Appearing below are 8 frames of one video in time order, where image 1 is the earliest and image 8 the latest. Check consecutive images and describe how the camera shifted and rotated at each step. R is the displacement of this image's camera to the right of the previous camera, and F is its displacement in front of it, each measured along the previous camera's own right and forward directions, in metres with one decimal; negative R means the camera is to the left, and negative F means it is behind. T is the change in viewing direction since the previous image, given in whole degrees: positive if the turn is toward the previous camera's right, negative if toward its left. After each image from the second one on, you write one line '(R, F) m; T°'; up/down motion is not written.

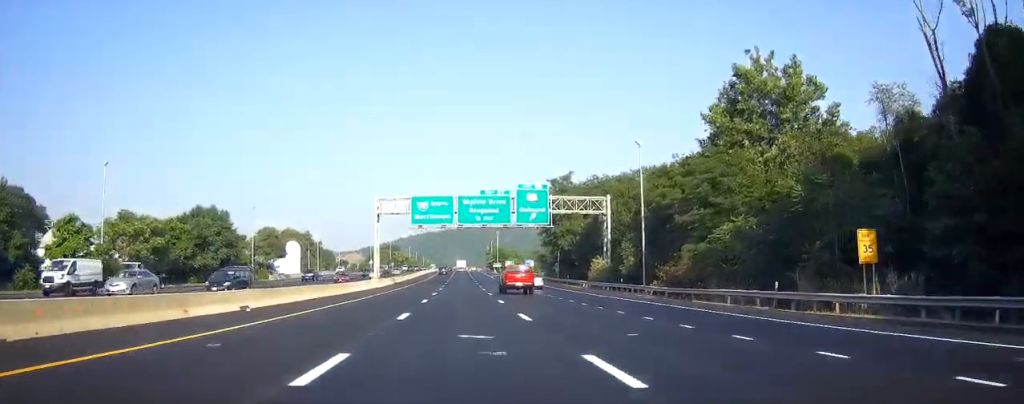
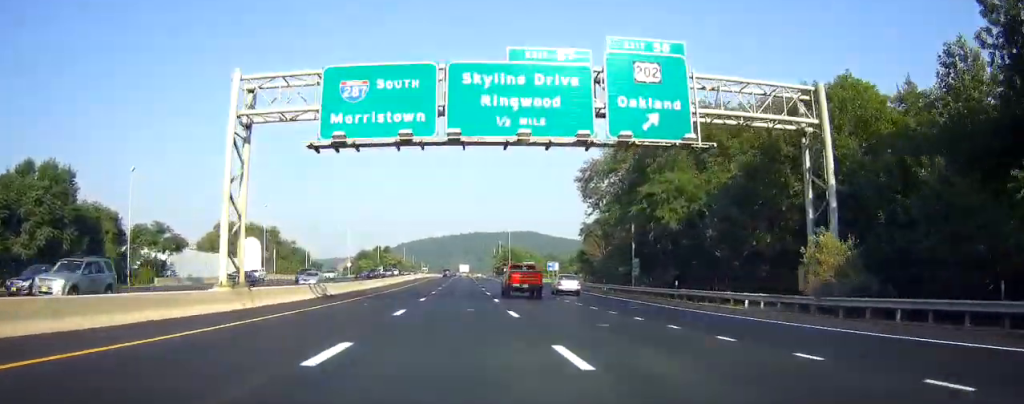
(0.0, +46.2) m; 0°
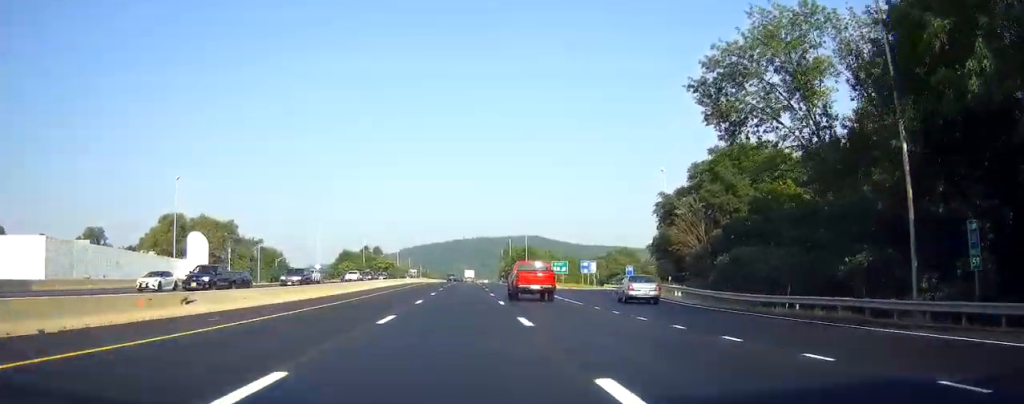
(-0.2, +39.5) m; 0°
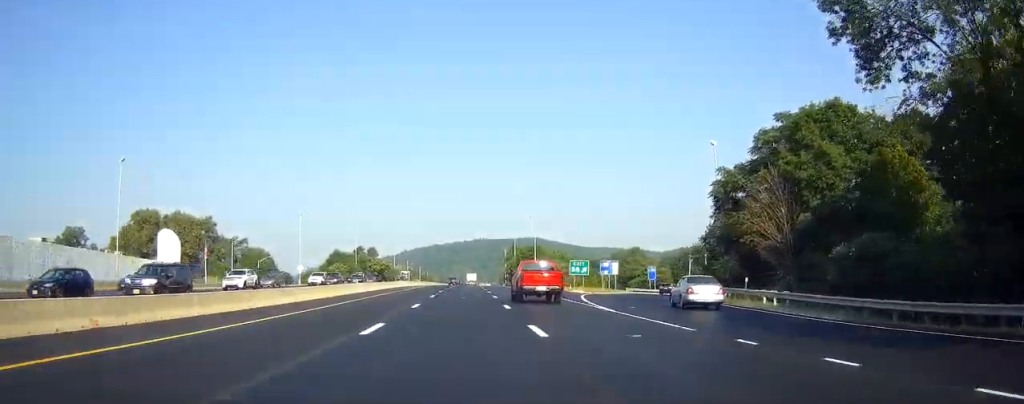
(+0.2, +14.9) m; 0°
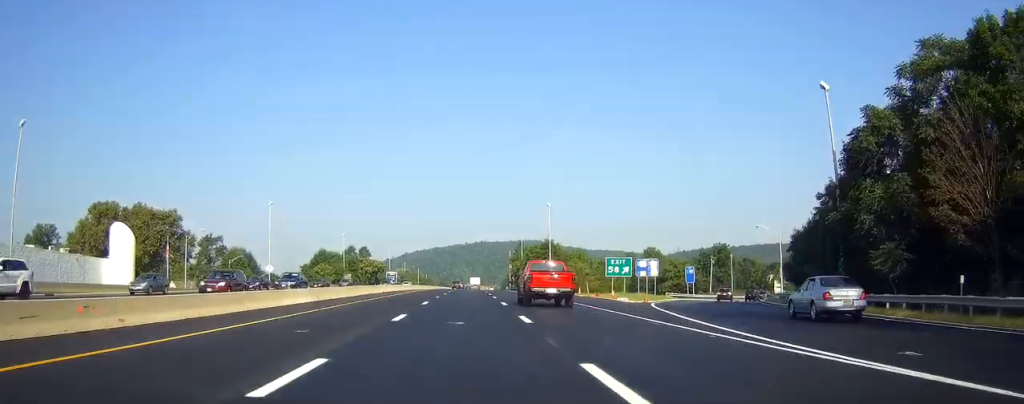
(+0.1, +19.1) m; 0°
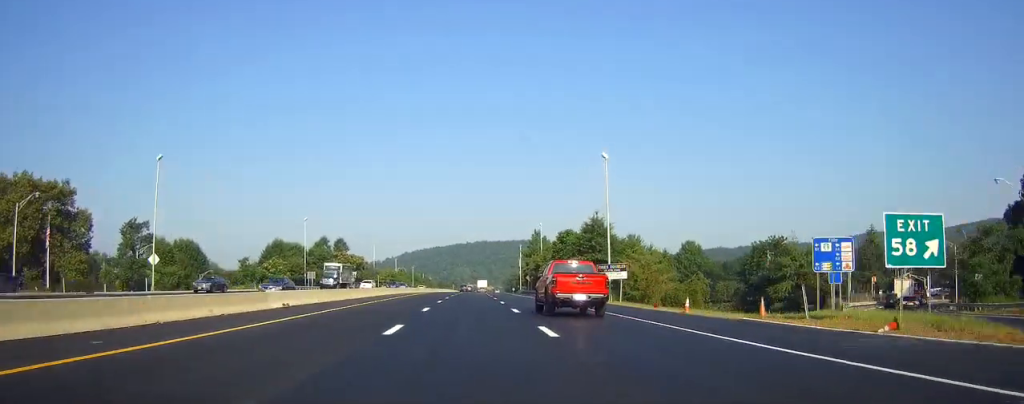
(-0.2, +39.2) m; -1°
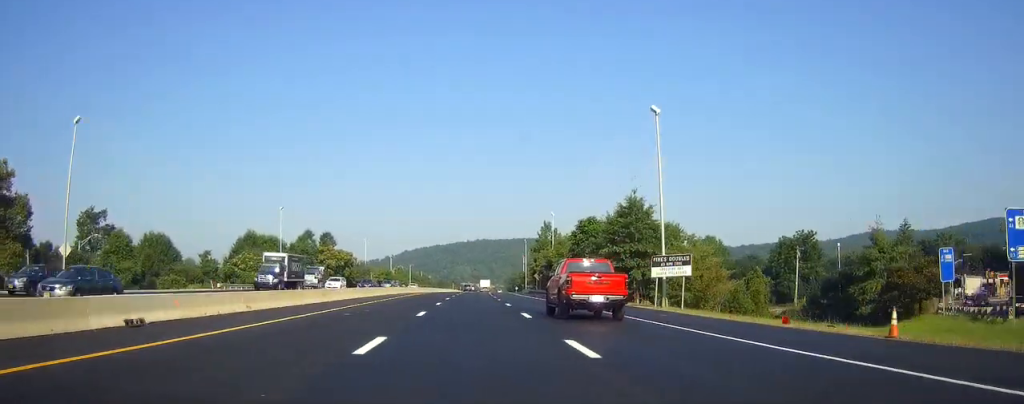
(-0.1, +15.9) m; 0°
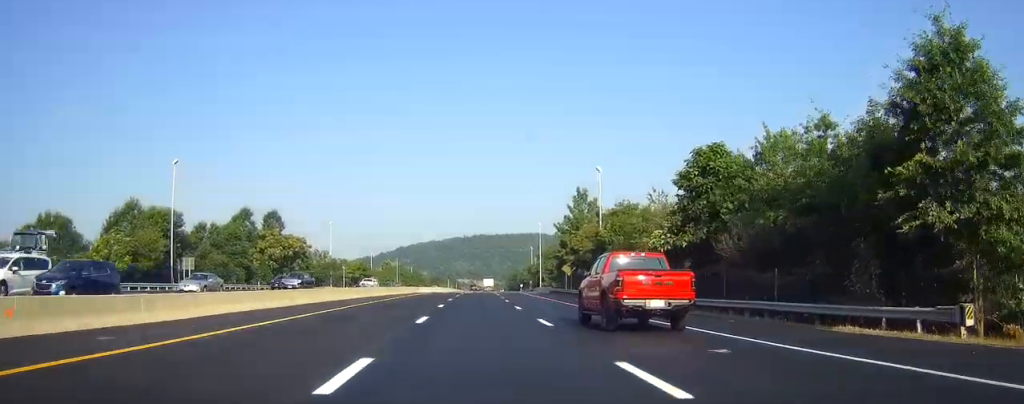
(-0.1, +39.3) m; 0°
